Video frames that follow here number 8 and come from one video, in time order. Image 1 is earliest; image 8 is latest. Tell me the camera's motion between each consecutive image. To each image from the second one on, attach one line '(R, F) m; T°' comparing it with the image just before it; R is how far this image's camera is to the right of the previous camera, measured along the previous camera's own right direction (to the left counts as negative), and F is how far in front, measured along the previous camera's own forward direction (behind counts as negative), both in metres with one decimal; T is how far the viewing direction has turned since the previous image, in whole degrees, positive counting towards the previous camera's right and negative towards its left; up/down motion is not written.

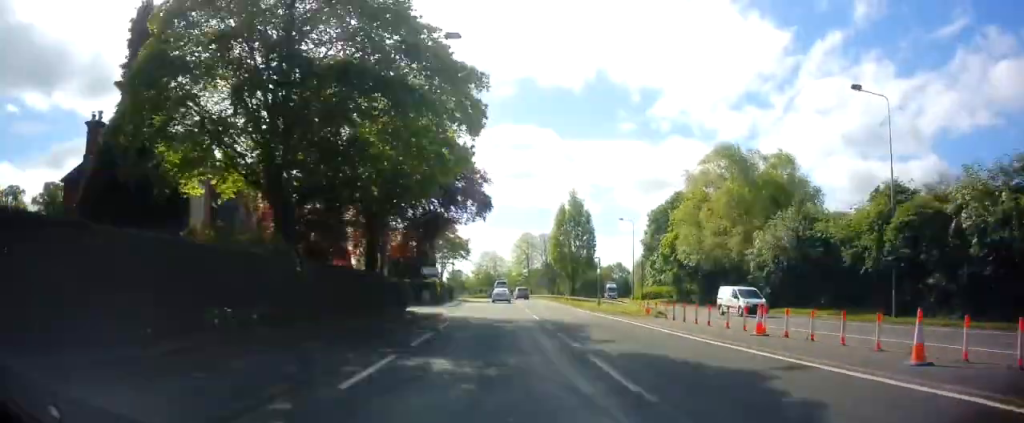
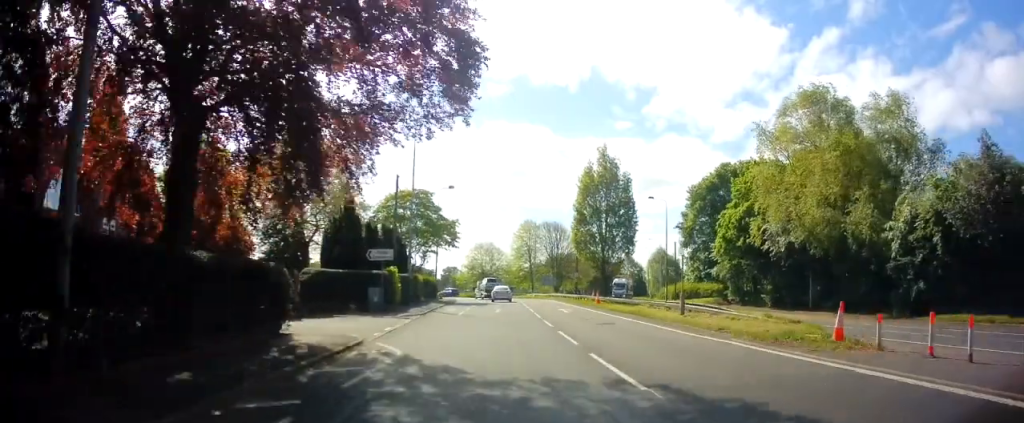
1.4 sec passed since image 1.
(+0.4, +17.7) m; +2°
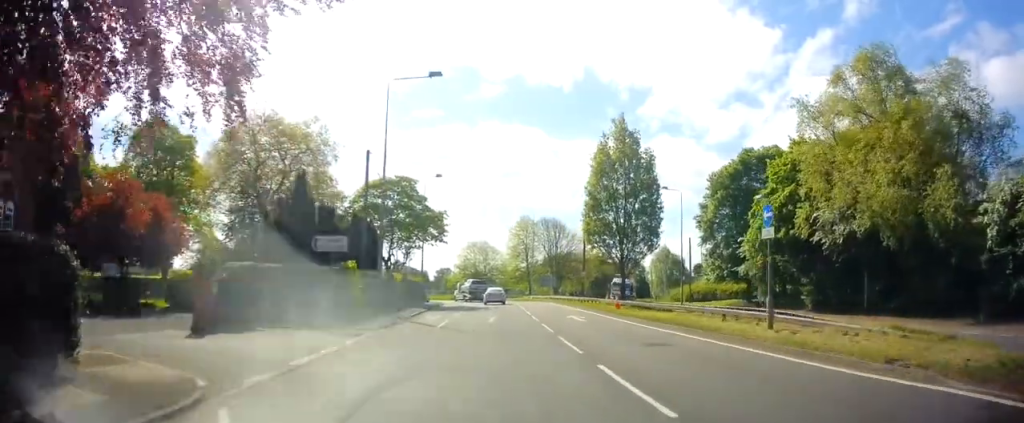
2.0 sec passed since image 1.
(0.0, +7.4) m; 0°
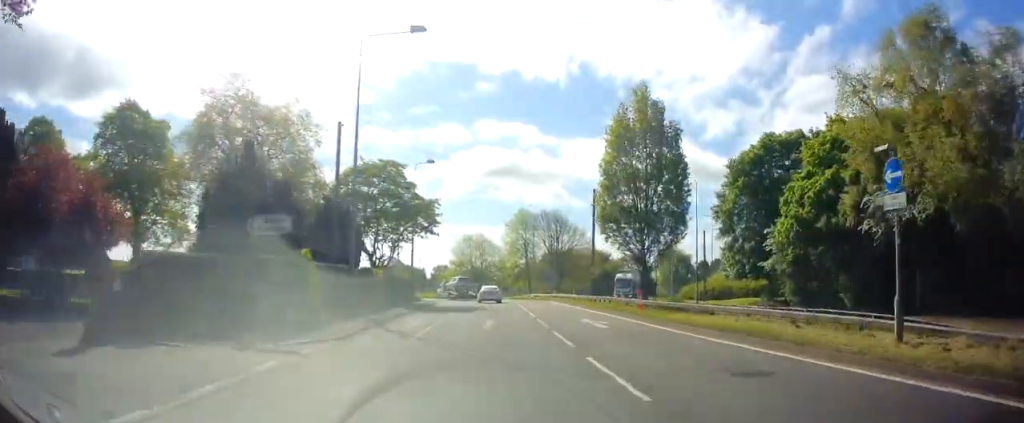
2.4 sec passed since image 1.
(0.0, +5.3) m; -1°
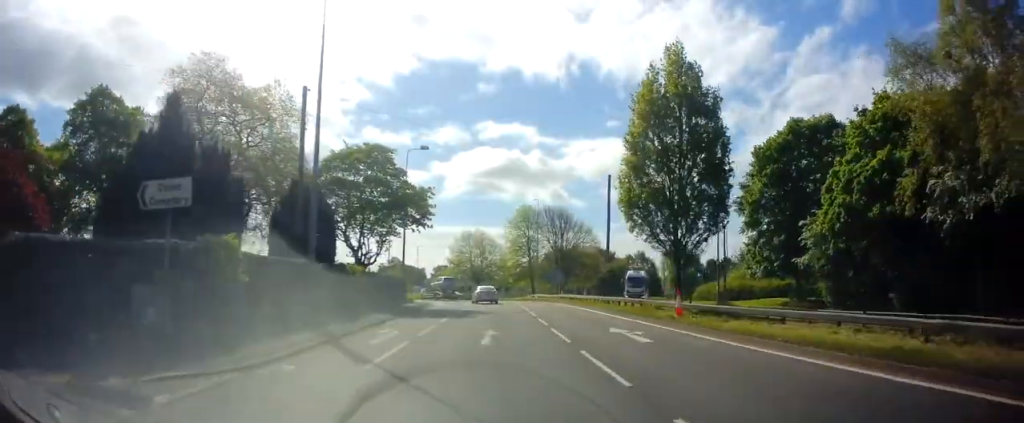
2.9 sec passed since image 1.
(0.0, +5.0) m; 0°
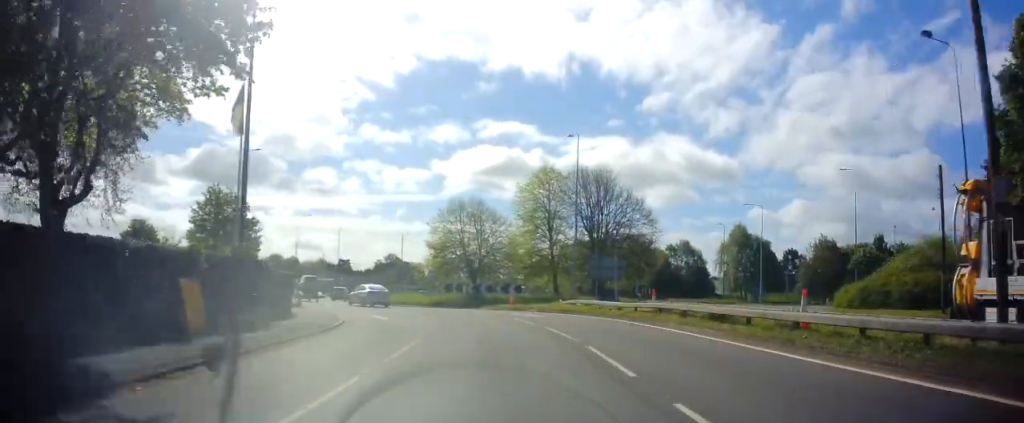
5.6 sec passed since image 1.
(-0.2, +28.7) m; -1°
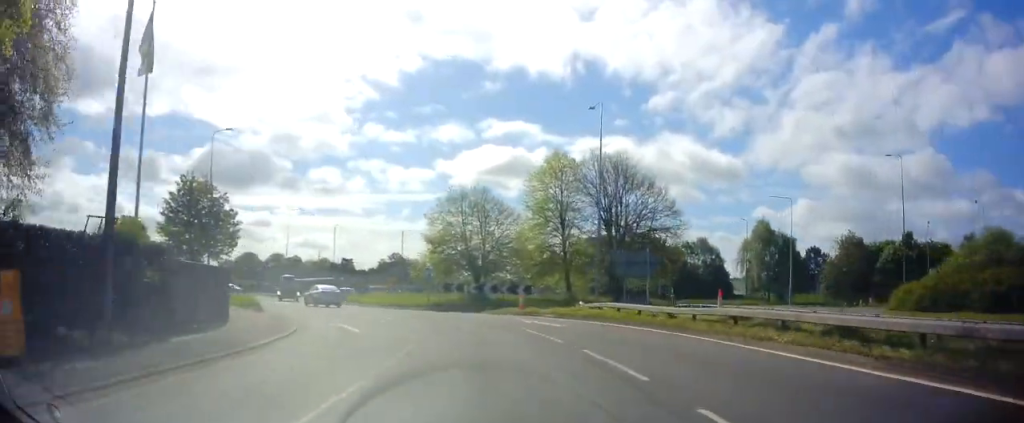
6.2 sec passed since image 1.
(-0.1, +6.3) m; +1°
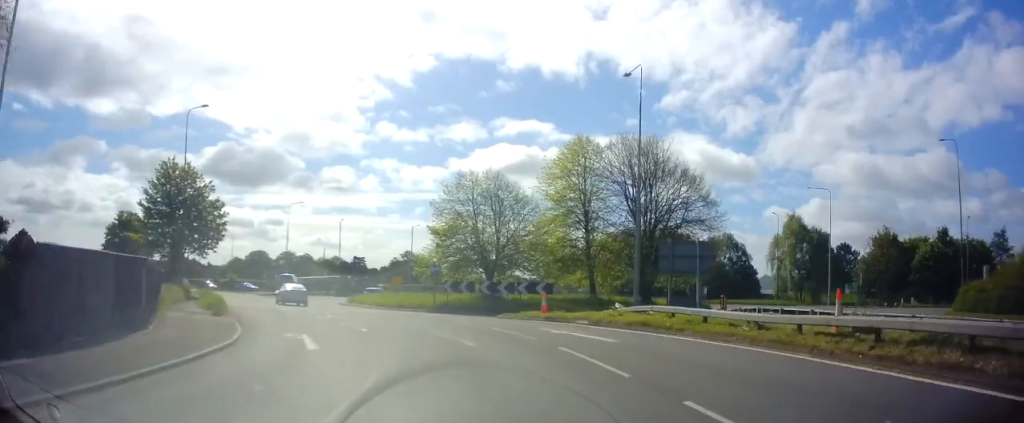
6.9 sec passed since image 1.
(0.0, +5.7) m; -1°
